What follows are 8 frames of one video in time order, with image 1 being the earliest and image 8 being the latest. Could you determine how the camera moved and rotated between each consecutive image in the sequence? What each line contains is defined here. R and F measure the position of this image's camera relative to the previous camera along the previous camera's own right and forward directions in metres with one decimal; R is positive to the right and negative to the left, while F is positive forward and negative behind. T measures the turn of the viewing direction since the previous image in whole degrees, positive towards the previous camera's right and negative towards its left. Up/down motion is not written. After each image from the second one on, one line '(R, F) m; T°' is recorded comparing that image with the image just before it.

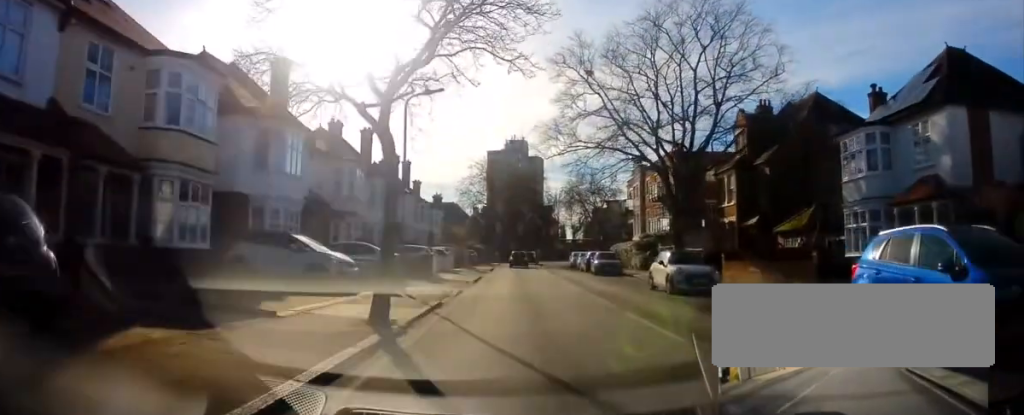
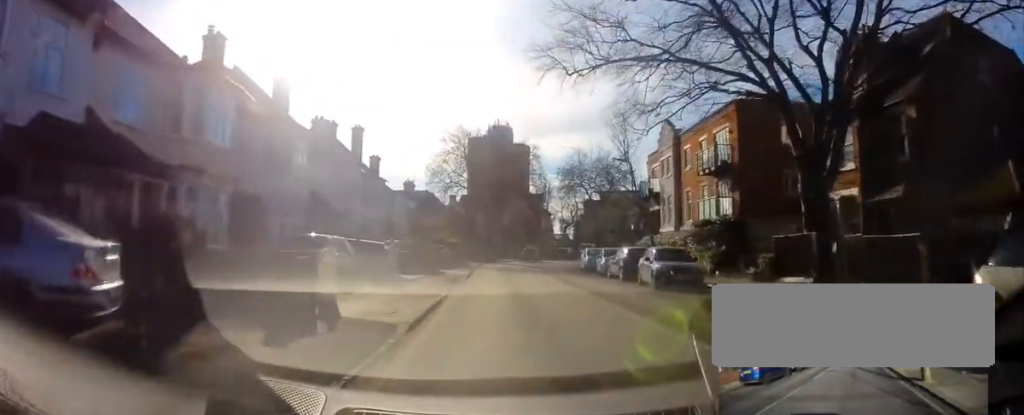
(+0.7, +16.6) m; +3°
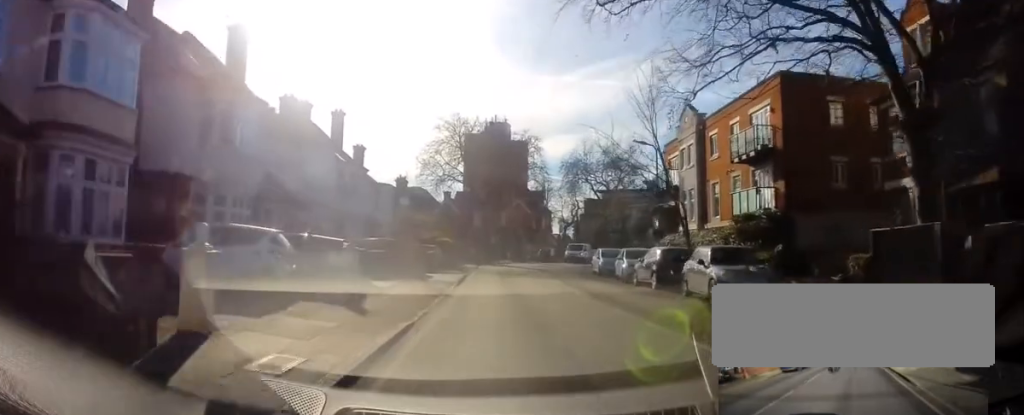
(-0.1, +5.6) m; 0°
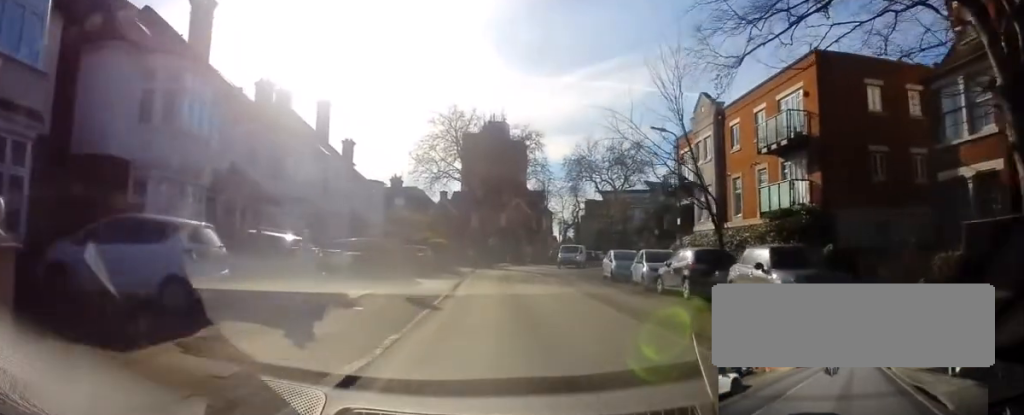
(+0.1, +3.5) m; +1°
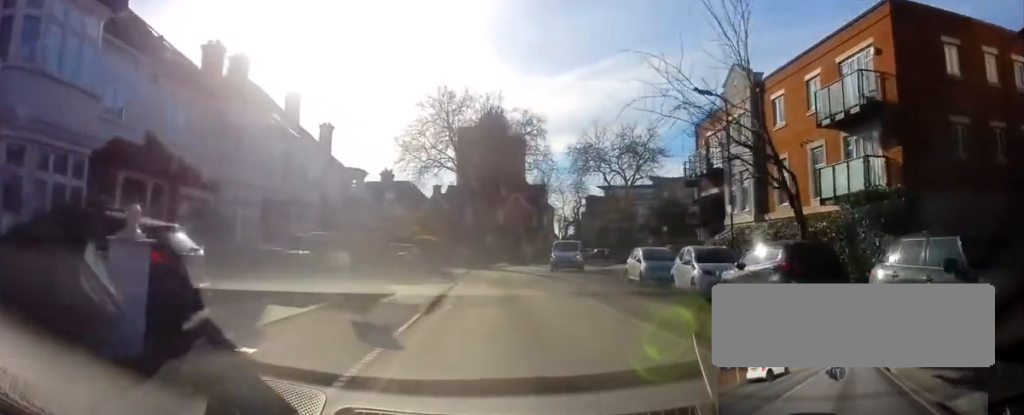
(0.0, +5.5) m; -1°
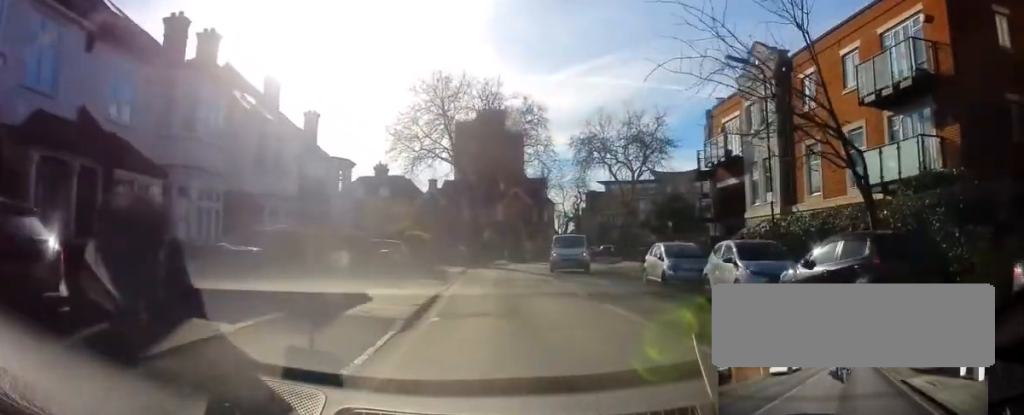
(0.0, +3.0) m; 0°
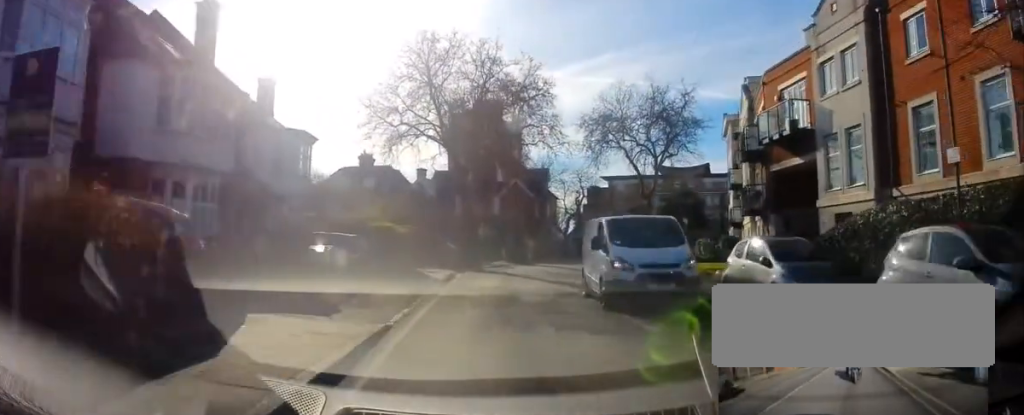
(-0.1, +7.8) m; 0°
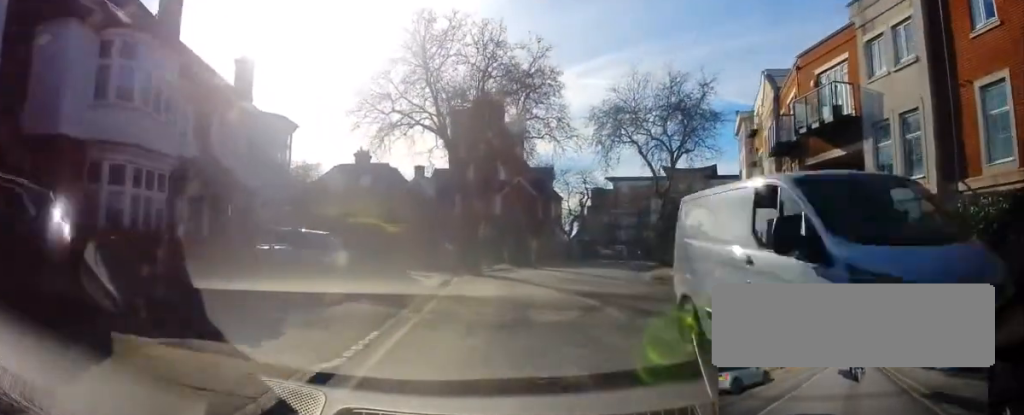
(+0.1, +3.4) m; 0°
